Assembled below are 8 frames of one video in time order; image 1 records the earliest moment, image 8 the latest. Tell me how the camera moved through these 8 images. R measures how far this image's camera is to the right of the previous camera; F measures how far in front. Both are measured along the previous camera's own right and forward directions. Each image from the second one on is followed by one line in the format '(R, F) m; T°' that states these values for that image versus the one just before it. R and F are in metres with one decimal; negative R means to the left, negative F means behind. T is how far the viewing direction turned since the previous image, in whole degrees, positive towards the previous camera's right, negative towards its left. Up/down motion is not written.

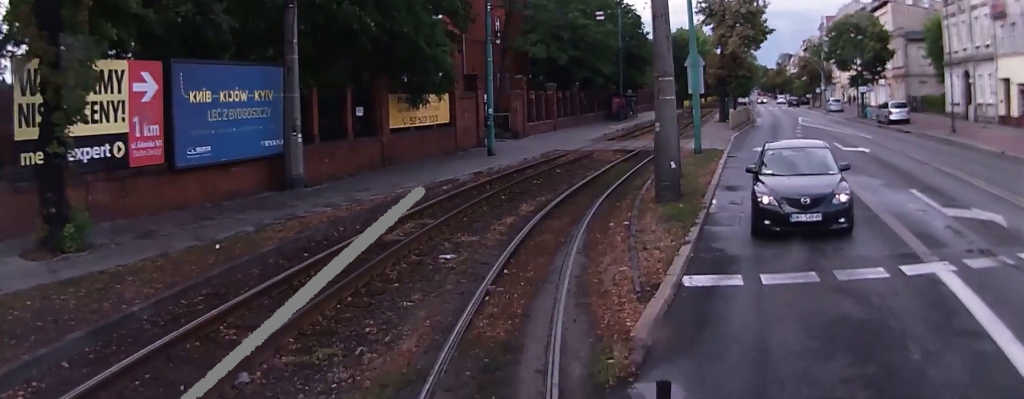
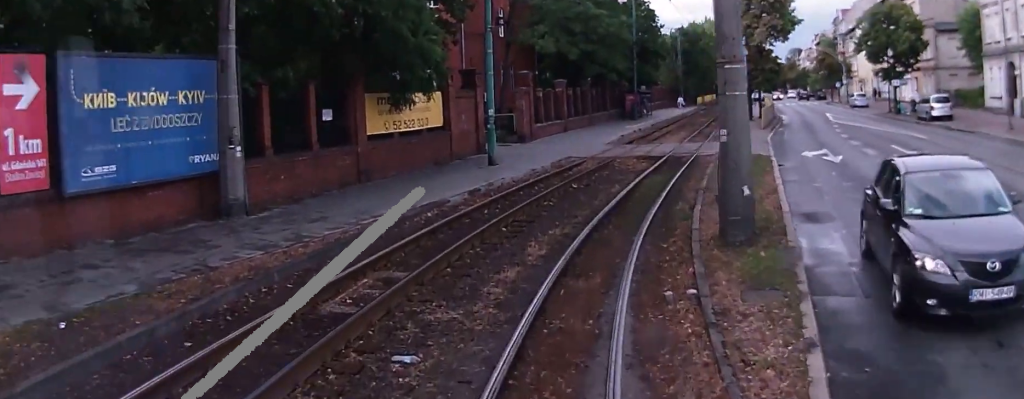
(+0.2, +4.9) m; +2°
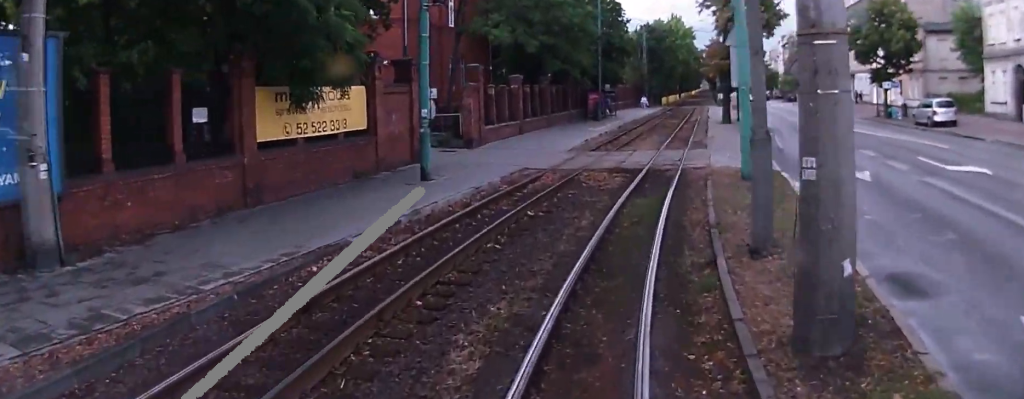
(-0.1, +5.4) m; +4°
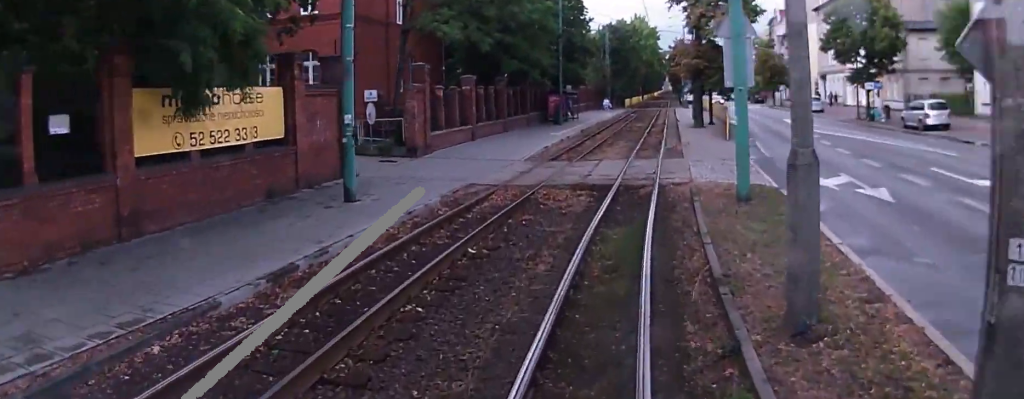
(+0.2, +3.4) m; +6°
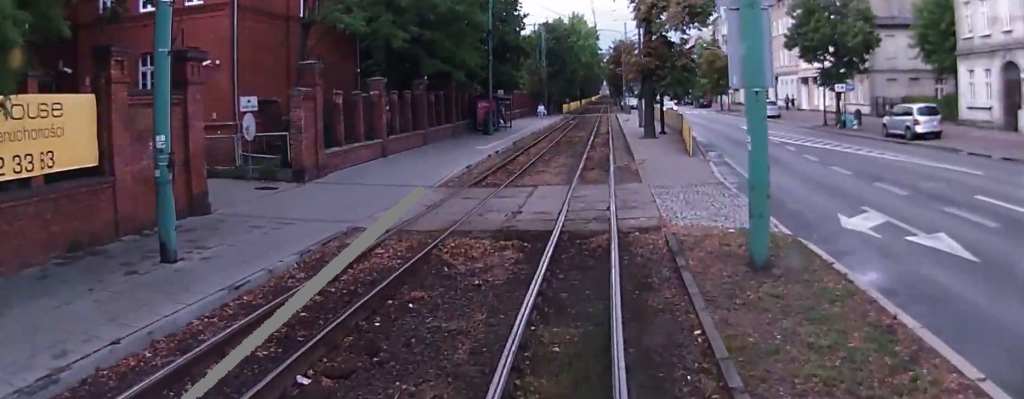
(+0.4, +5.4) m; +4°
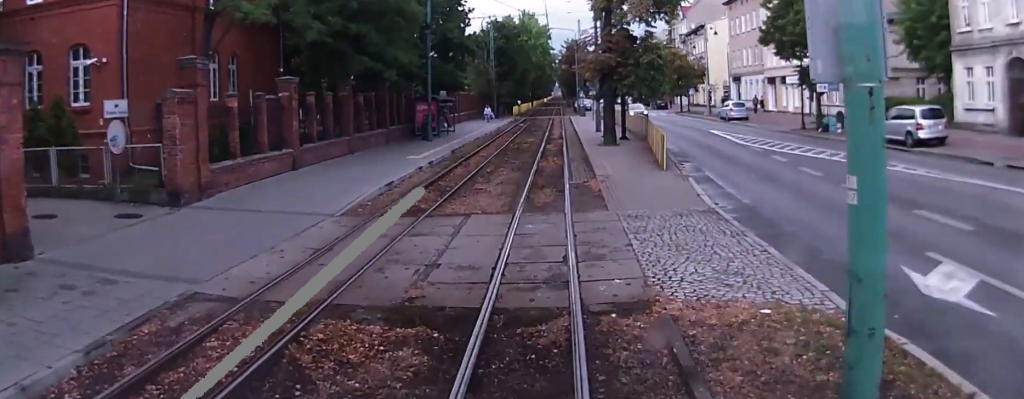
(-0.1, +4.5) m; +1°
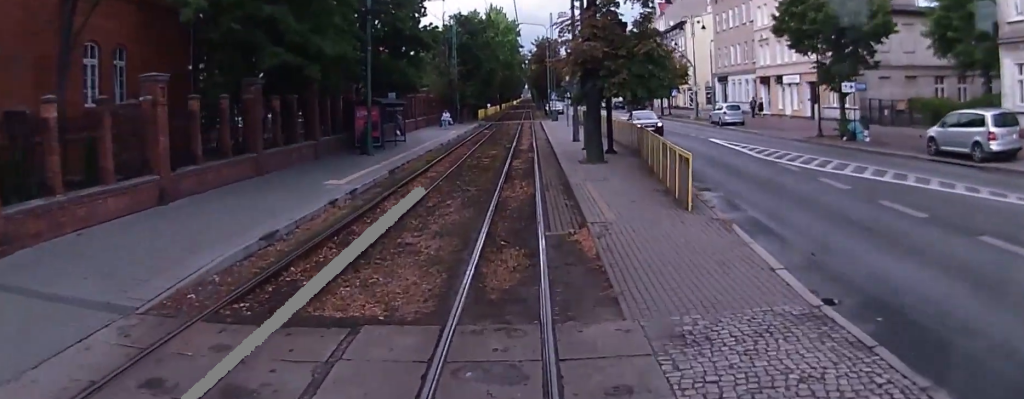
(+0.3, +6.7) m; +1°
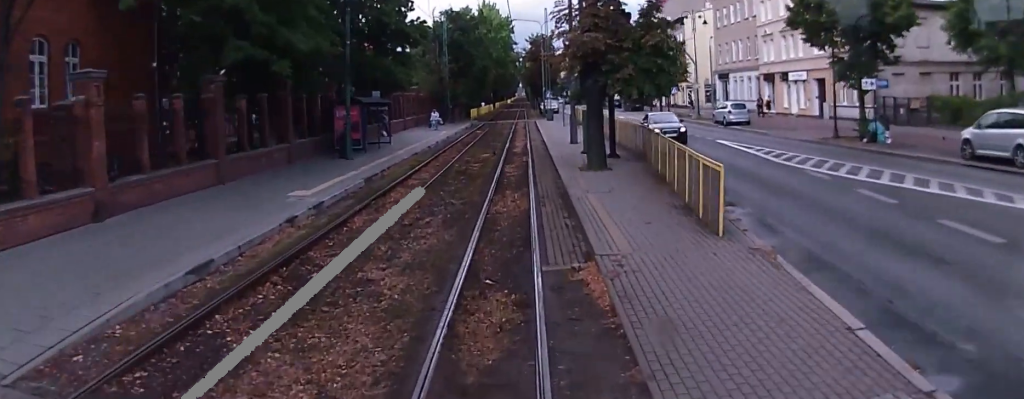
(-0.1, +2.6) m; 0°
